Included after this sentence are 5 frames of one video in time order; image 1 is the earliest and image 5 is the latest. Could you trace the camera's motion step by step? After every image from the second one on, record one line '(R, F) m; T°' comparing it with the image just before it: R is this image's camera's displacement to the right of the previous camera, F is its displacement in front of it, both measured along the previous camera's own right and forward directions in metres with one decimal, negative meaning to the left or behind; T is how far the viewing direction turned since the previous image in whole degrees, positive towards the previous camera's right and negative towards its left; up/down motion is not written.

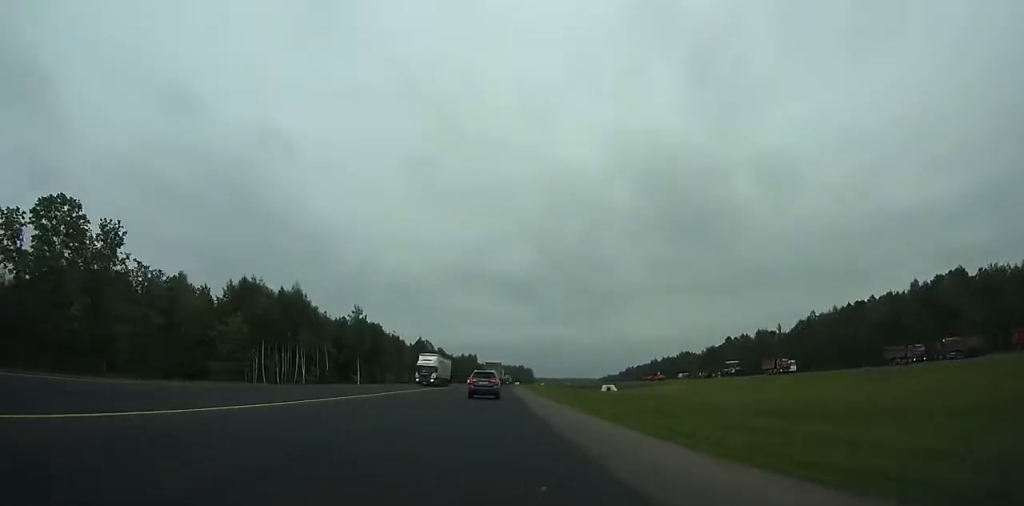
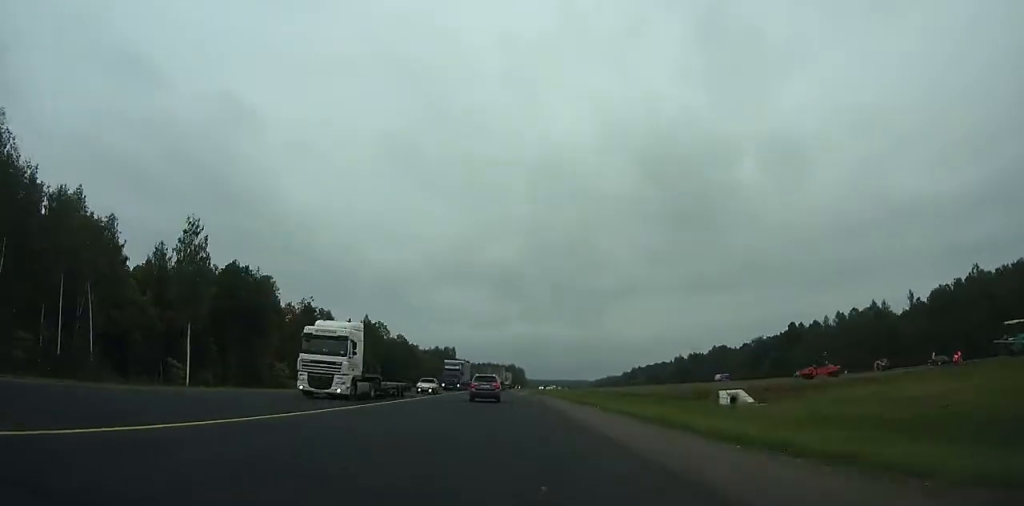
(+1.6, +93.8) m; +1°
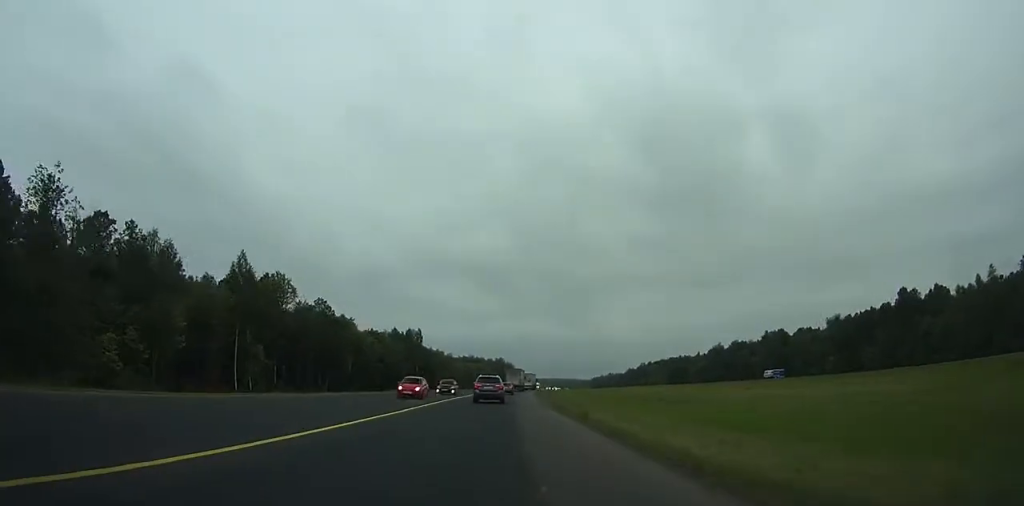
(+1.1, +86.4) m; +2°
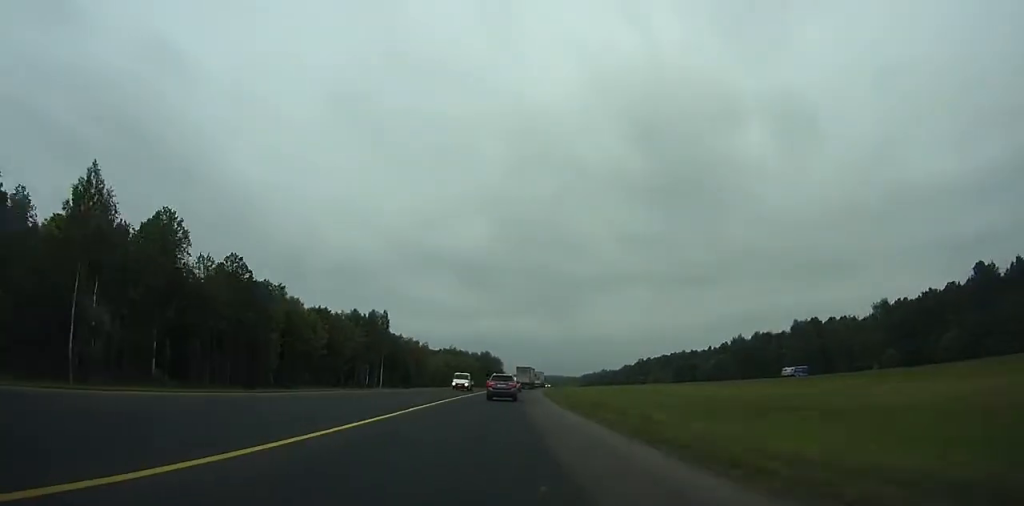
(+0.4, +40.2) m; +2°
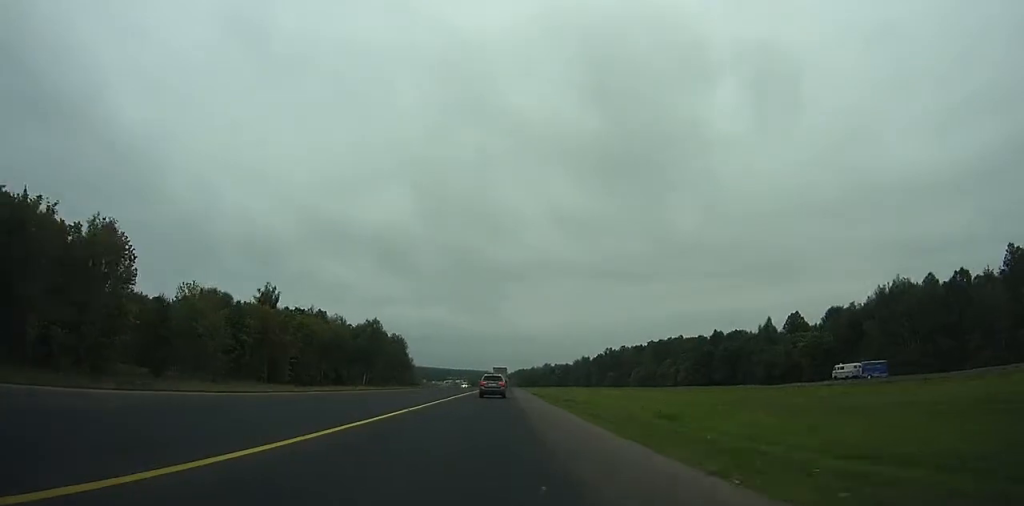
(+7.9, +139.4) m; +6°
